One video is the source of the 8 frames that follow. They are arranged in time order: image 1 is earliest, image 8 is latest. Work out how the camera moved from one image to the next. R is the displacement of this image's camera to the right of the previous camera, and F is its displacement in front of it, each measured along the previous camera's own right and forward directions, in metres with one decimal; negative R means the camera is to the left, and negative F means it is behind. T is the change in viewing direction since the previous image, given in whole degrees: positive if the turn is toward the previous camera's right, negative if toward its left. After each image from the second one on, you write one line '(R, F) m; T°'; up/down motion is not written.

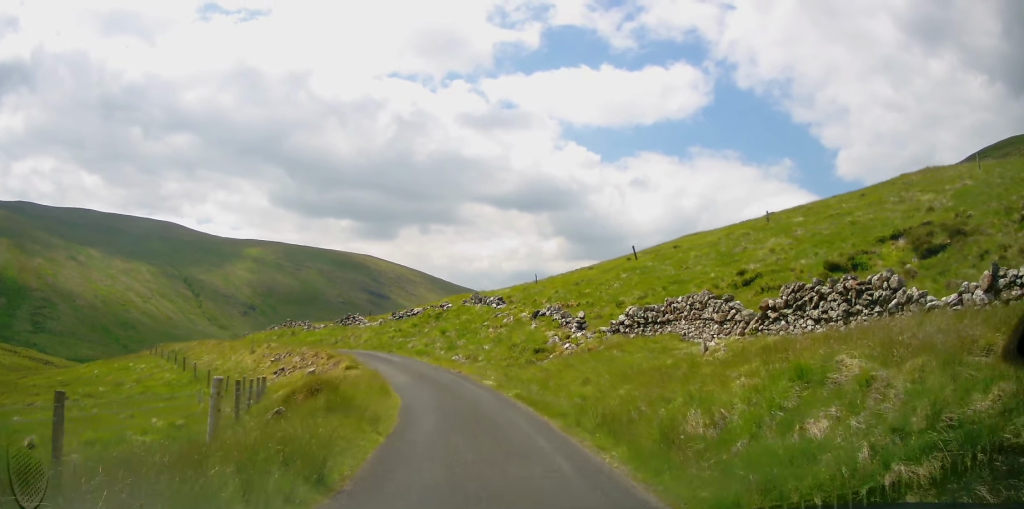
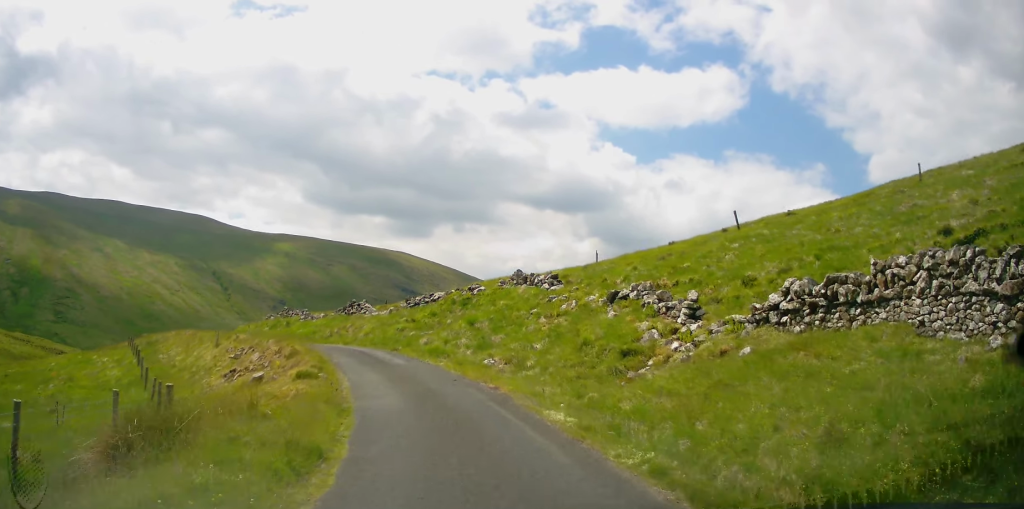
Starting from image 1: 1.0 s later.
(+0.3, +9.1) m; -2°
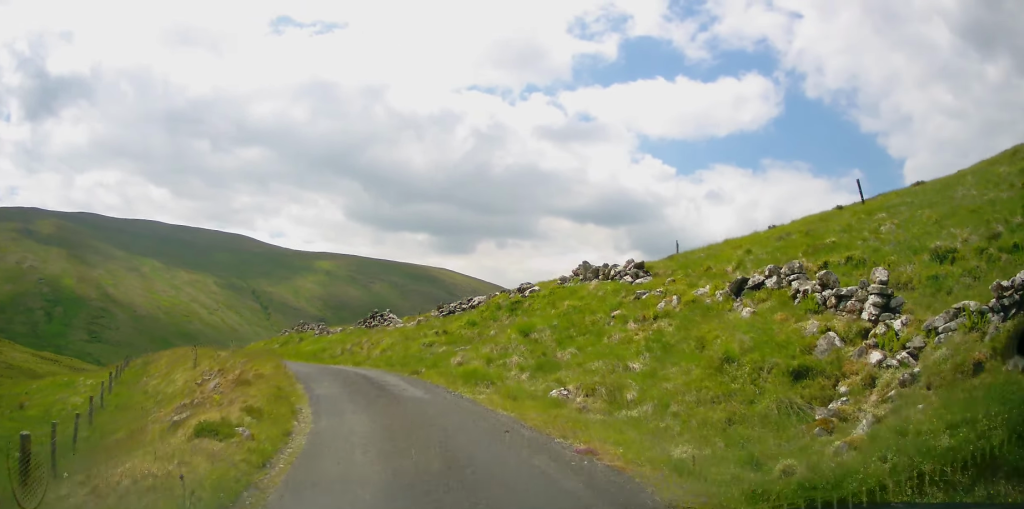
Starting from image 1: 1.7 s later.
(-0.3, +6.1) m; -8°
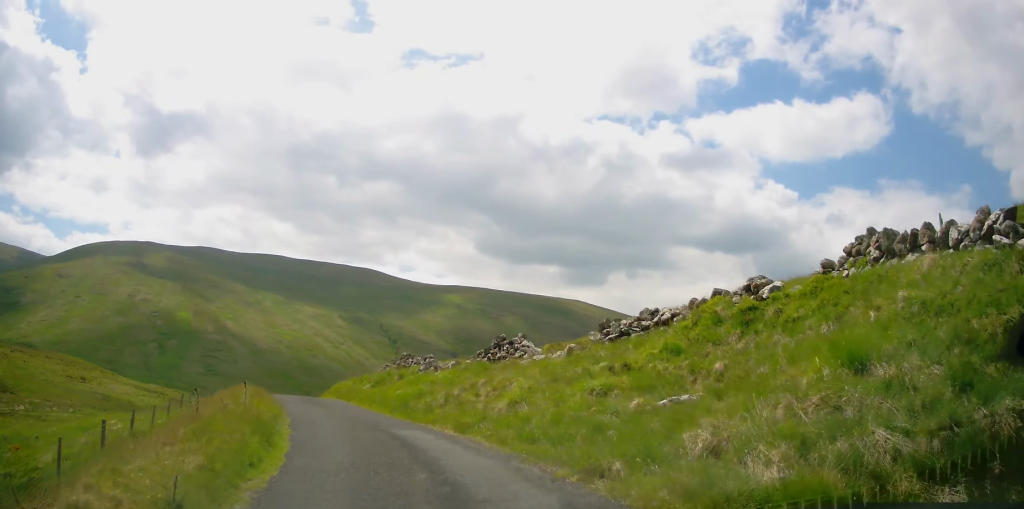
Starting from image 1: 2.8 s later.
(-1.0, +8.9) m; -10°
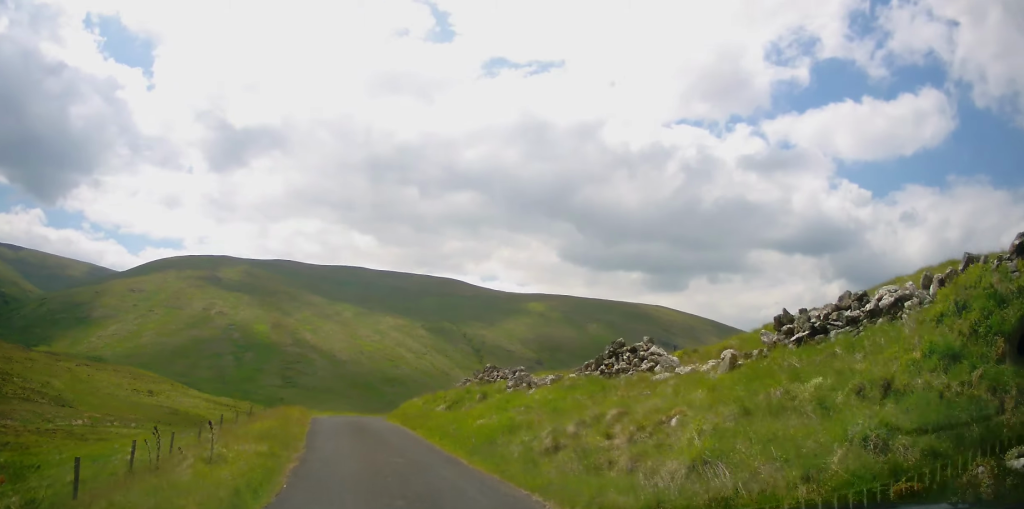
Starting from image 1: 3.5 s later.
(-0.2, +5.3) m; -7°
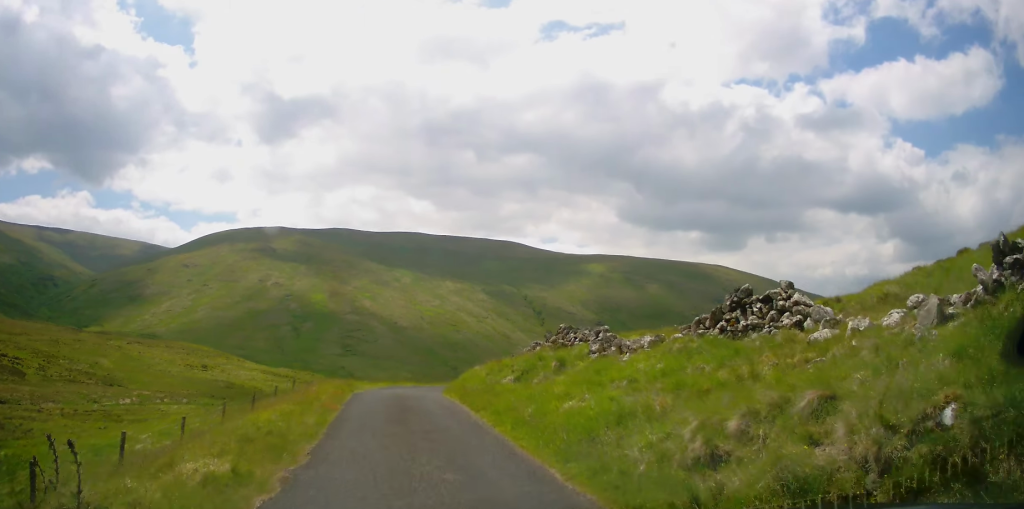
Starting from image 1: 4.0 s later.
(0.0, +3.9) m; -5°
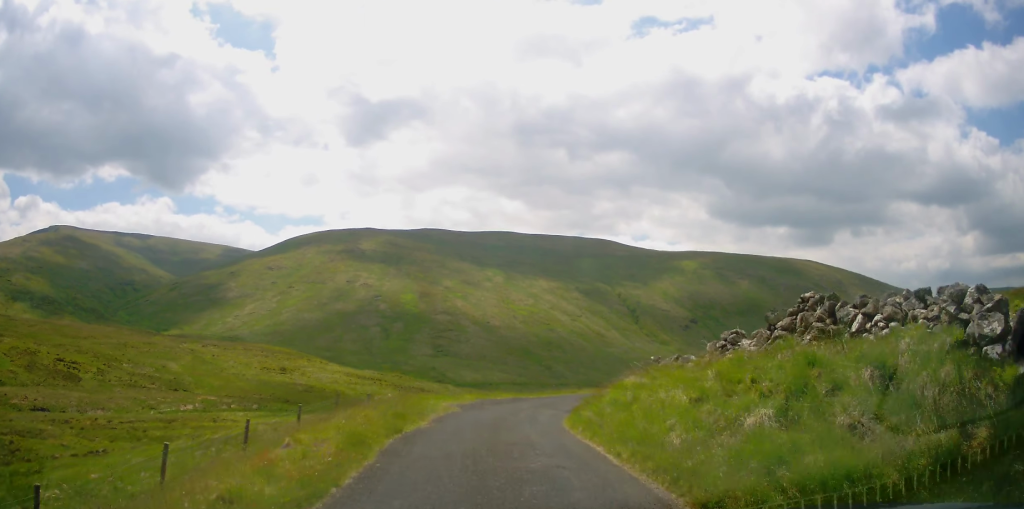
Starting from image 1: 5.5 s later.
(-1.3, +9.7) m; -7°
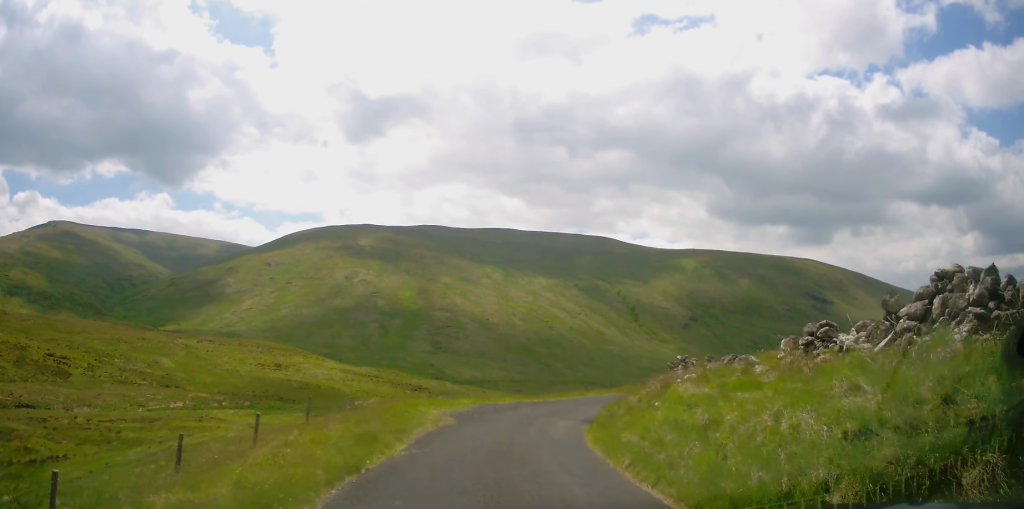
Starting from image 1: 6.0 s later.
(0.0, +3.5) m; +1°
